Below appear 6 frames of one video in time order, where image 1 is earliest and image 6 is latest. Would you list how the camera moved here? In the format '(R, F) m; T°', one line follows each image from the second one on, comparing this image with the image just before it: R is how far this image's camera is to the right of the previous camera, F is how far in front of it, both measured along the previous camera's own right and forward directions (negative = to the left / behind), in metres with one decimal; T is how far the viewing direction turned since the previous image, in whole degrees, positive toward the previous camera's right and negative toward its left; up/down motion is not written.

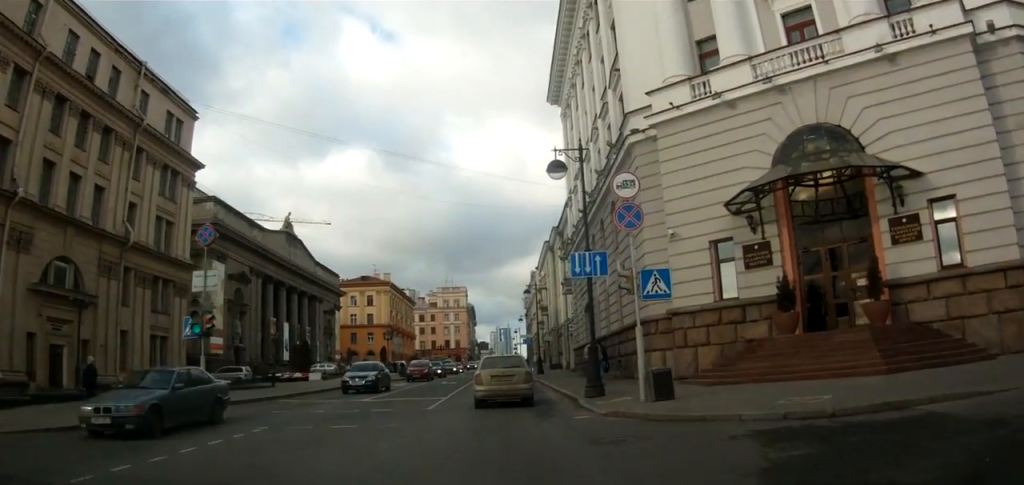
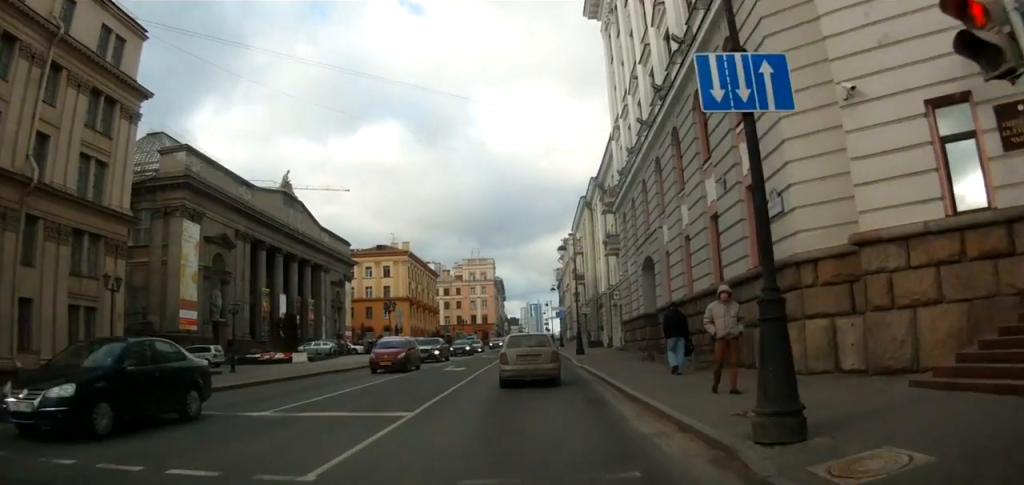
(+0.4, +10.9) m; -1°
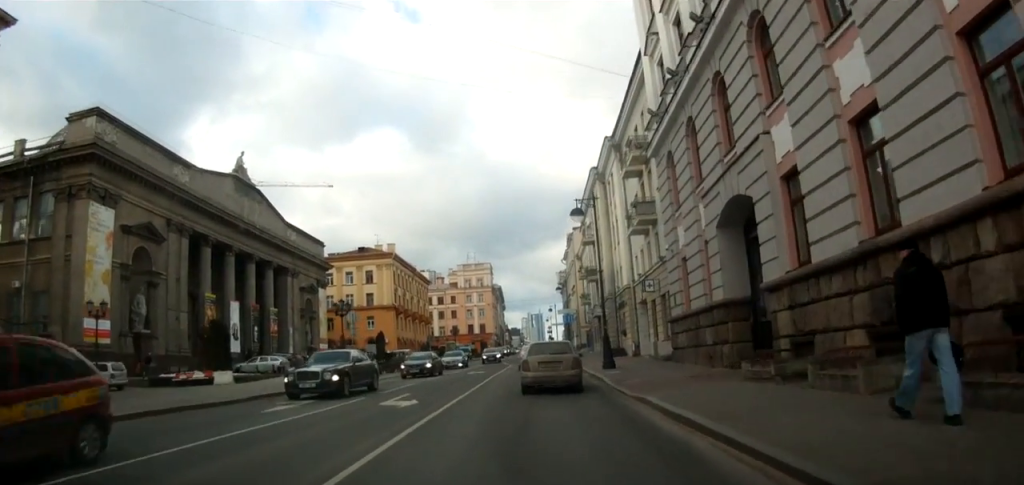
(-0.5, +12.9) m; -1°
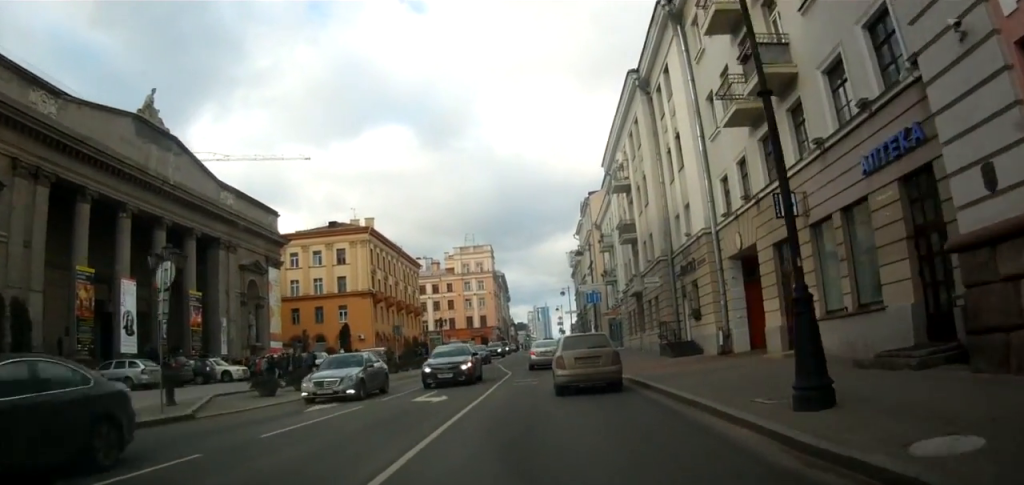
(+0.7, +18.3) m; +4°
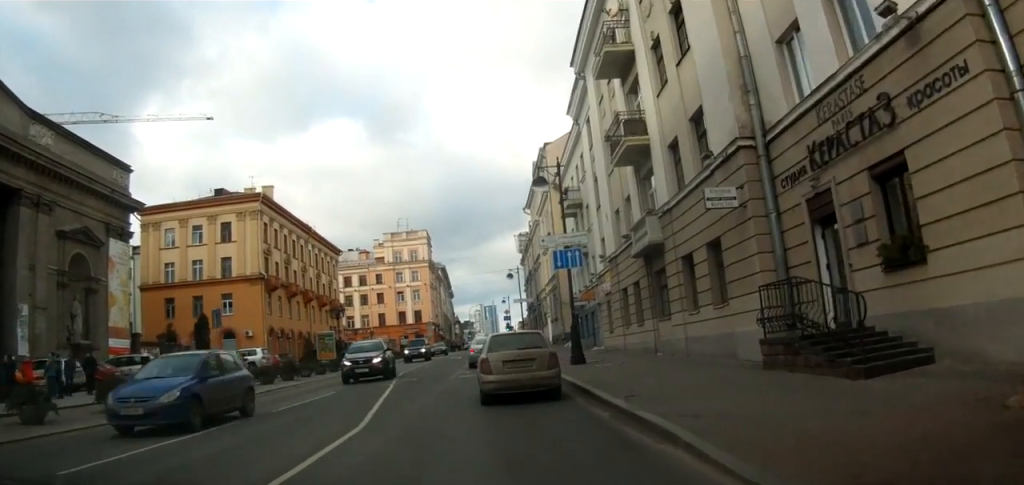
(+0.9, +19.5) m; +2°
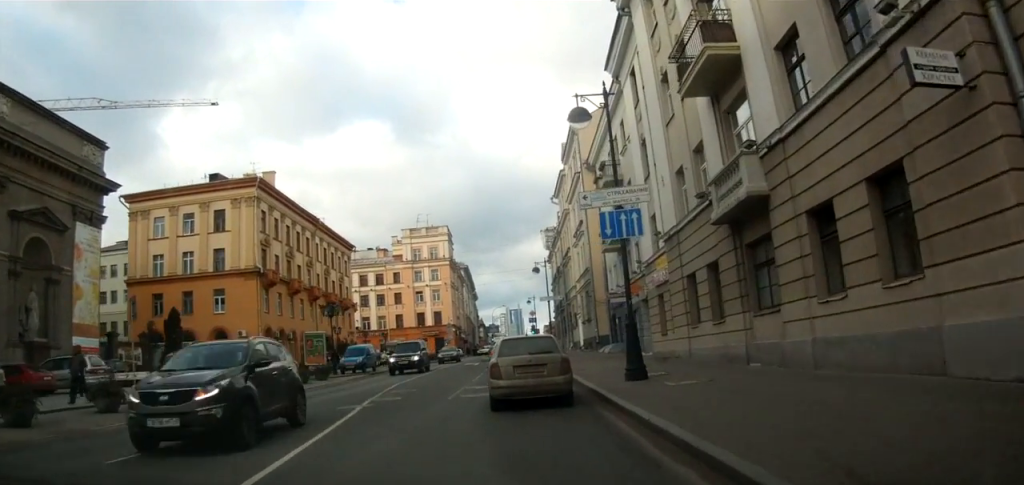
(-0.3, +7.3) m; -5°
